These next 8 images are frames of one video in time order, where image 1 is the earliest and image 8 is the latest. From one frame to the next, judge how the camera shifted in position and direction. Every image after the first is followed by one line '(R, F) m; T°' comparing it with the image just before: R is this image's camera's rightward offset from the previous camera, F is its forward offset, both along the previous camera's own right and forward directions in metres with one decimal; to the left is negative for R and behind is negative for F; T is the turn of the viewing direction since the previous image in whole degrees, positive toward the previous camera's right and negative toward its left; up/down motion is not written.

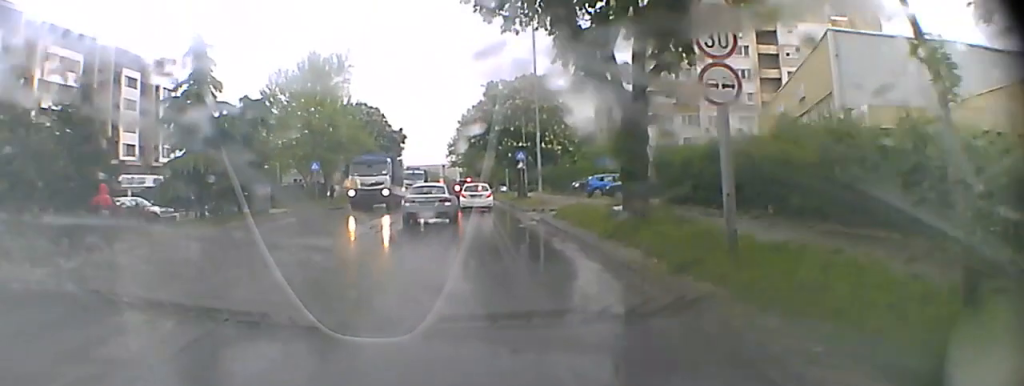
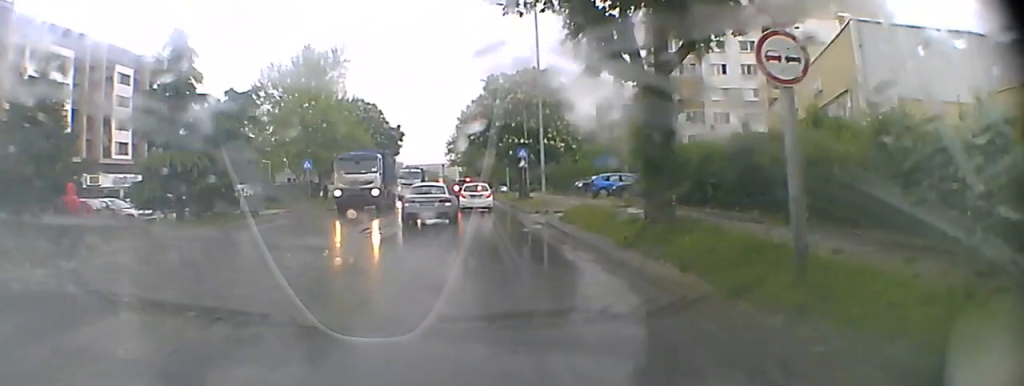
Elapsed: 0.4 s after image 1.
(0.0, +2.7) m; -1°
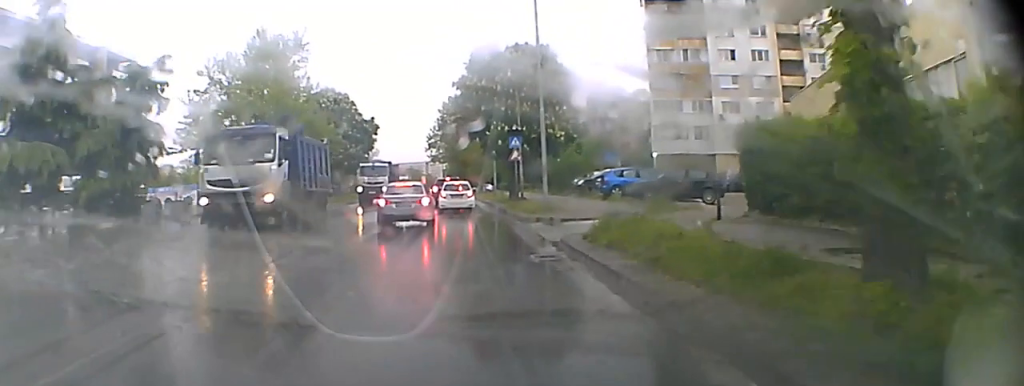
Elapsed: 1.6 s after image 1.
(0.0, +7.2) m; 0°
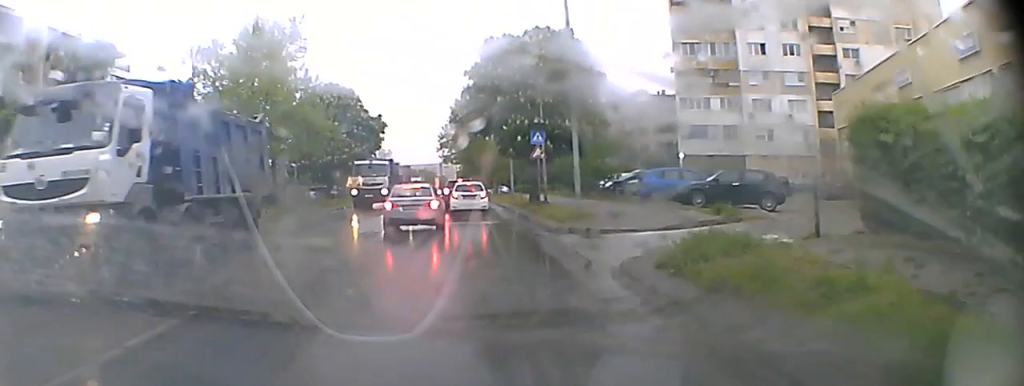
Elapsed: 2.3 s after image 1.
(-0.1, +3.5) m; +1°
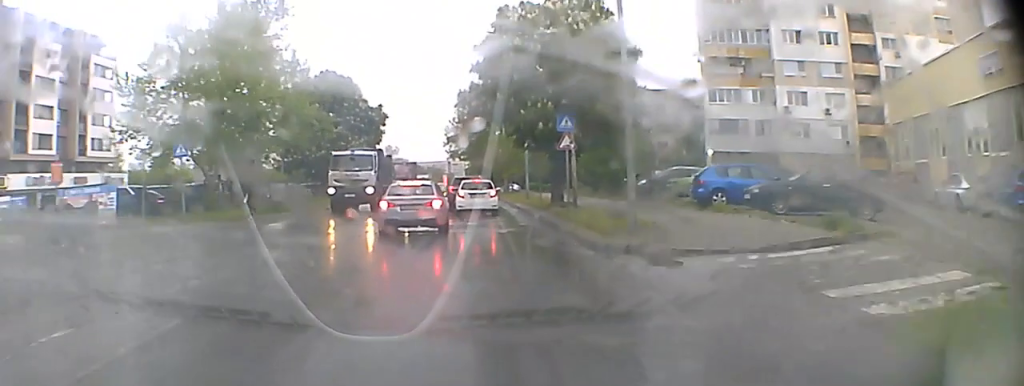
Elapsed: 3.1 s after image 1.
(+0.1, +2.7) m; +2°
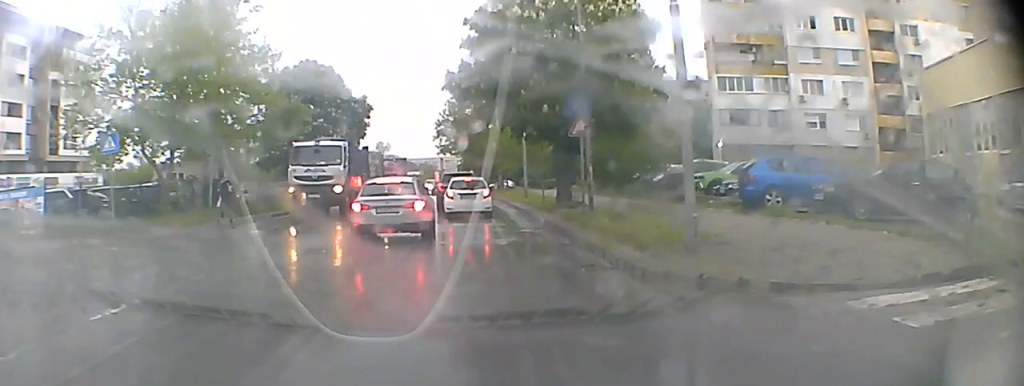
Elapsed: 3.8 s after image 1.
(0.0, +1.6) m; 0°
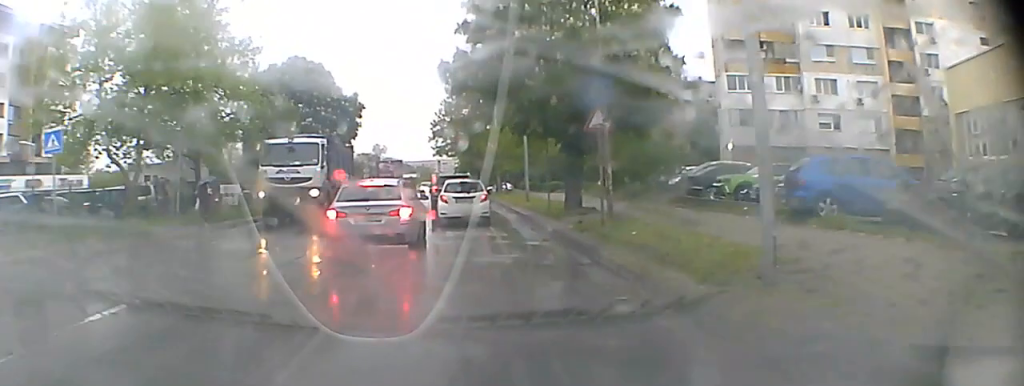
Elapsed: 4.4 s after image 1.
(0.0, +1.0) m; 0°
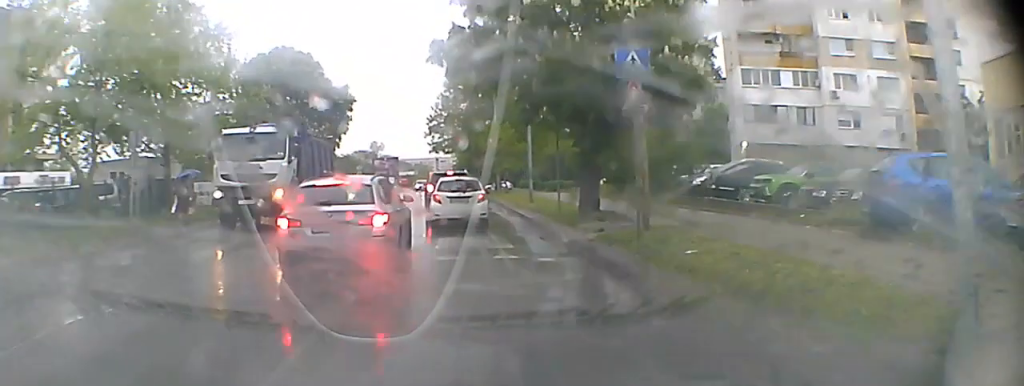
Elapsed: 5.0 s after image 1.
(0.0, +0.7) m; 0°
